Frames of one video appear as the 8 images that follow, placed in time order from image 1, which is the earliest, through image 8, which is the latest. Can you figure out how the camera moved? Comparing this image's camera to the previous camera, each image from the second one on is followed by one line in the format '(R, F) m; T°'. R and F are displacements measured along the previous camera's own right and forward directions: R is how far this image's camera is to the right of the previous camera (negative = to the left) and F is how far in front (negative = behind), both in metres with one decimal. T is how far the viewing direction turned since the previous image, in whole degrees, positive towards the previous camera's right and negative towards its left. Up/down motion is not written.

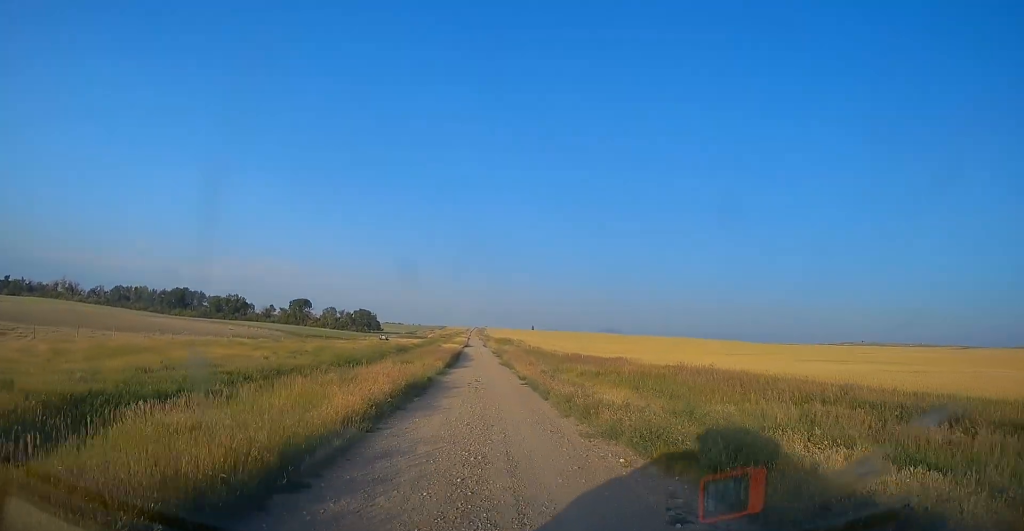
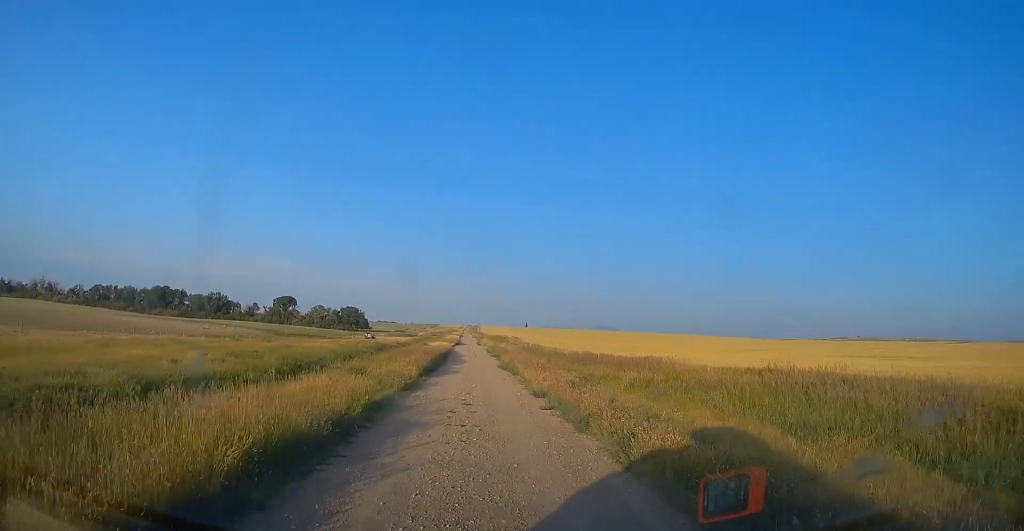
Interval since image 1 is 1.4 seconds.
(+0.4, +11.4) m; 0°
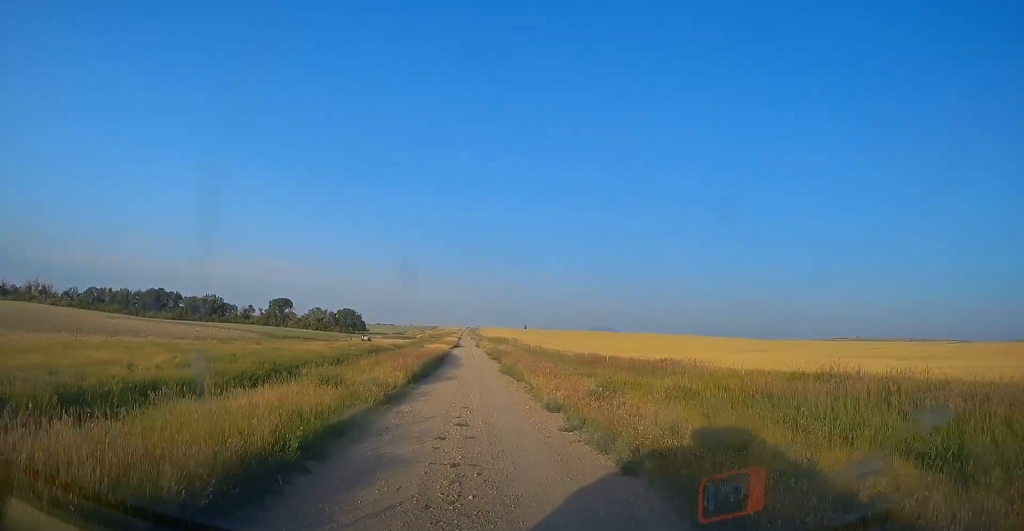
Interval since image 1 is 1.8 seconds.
(-0.2, +3.8) m; -1°
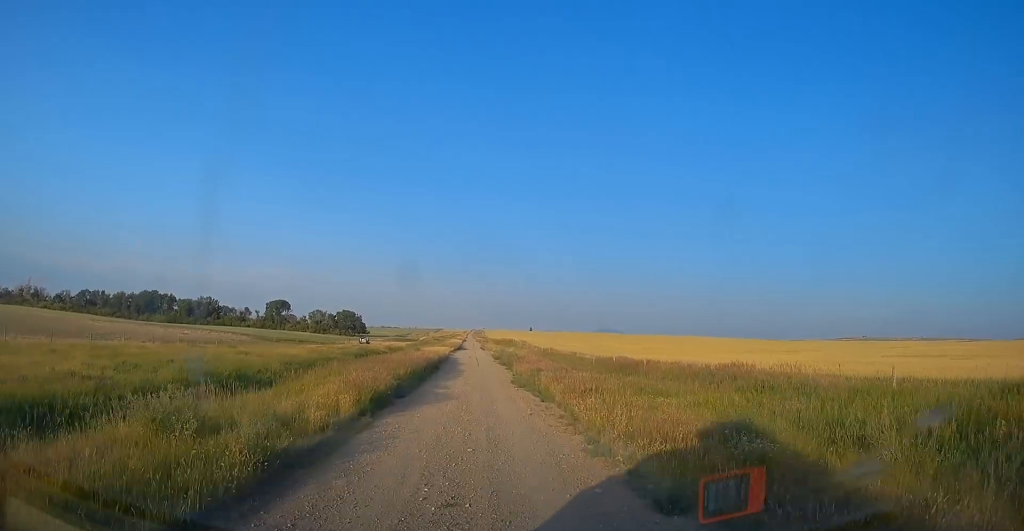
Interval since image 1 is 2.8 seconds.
(-0.2, +9.1) m; -1°
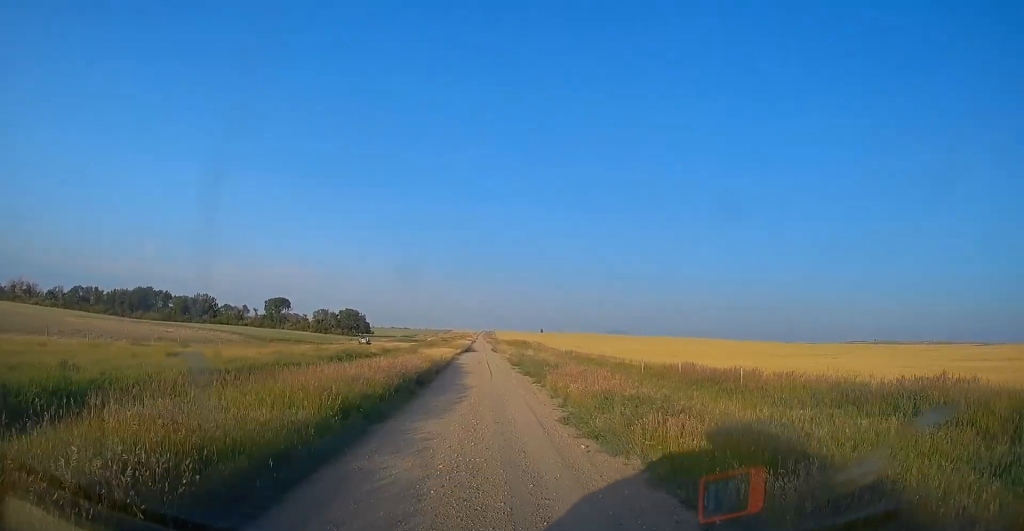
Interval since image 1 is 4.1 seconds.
(0.0, +12.7) m; 0°
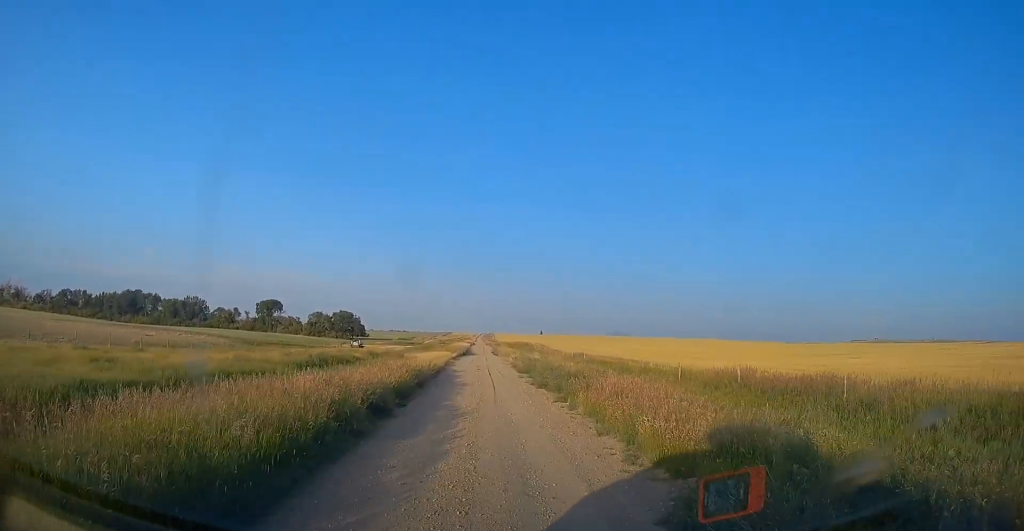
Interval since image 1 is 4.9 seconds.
(0.0, +7.7) m; +2°
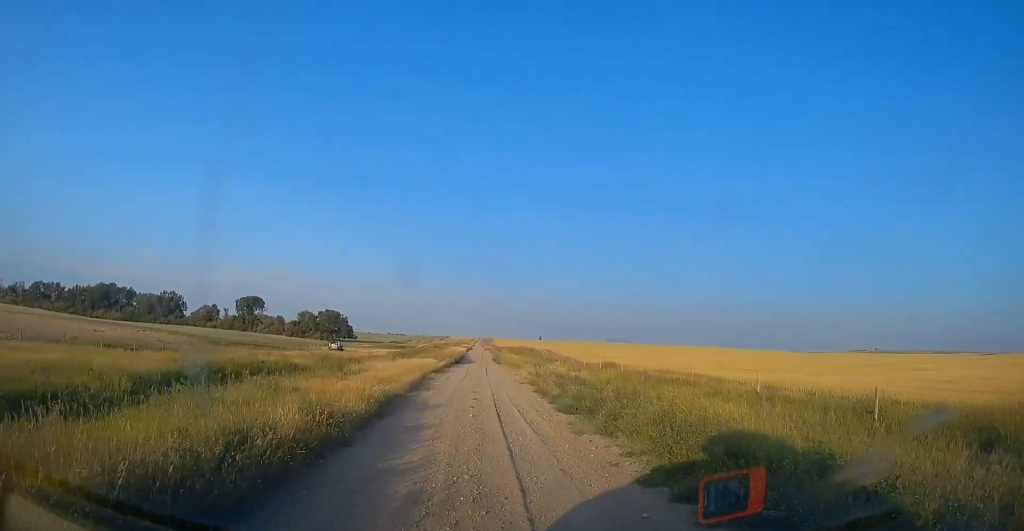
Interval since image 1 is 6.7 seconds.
(+0.3, +17.2) m; -1°
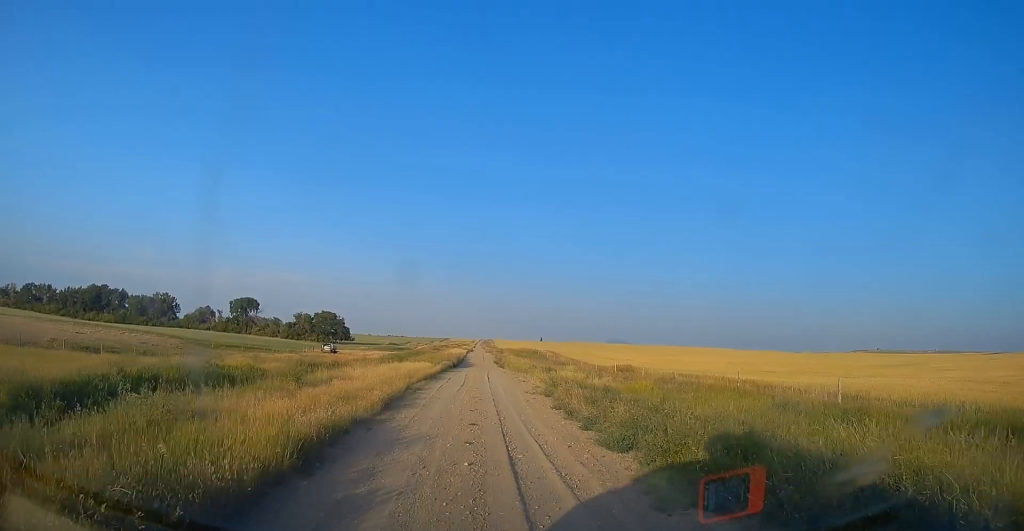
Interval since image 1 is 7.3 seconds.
(-0.1, +5.6) m; -1°
